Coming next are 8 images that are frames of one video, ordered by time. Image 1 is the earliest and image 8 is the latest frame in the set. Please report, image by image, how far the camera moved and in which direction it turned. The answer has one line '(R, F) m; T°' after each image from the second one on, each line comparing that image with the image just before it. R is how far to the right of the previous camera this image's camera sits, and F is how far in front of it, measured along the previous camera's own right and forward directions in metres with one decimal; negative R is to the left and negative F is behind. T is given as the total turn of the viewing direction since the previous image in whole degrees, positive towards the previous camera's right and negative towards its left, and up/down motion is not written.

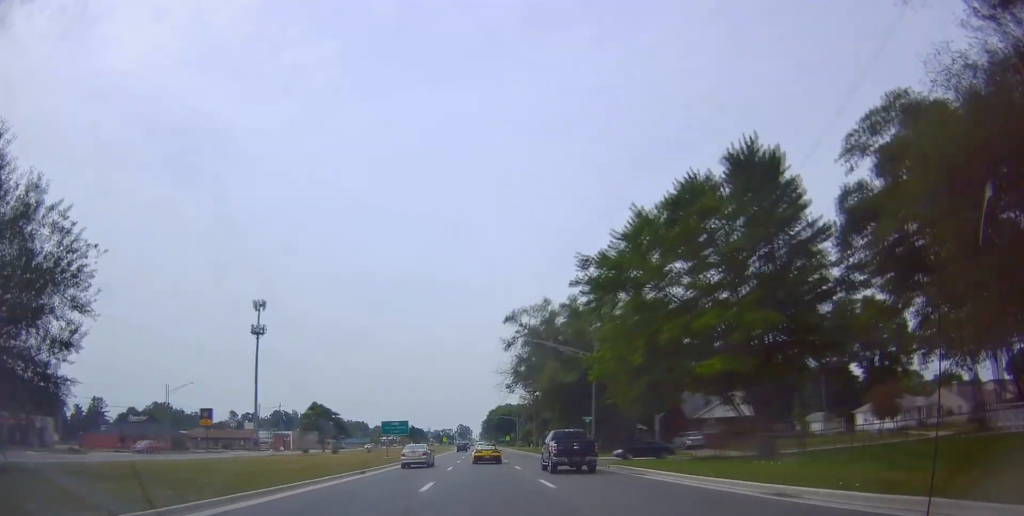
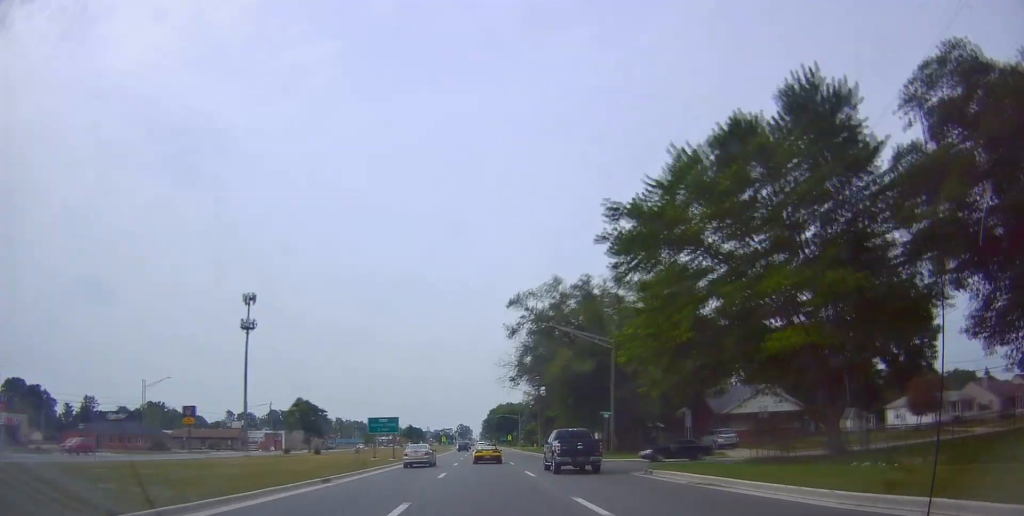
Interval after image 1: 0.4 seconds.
(-0.4, +8.8) m; 0°
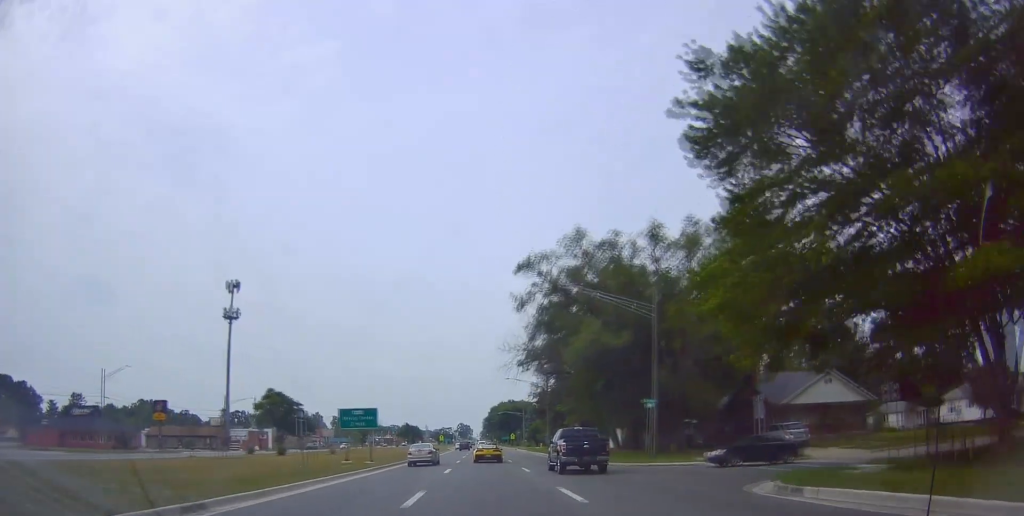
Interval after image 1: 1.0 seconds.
(+0.5, +12.9) m; +1°
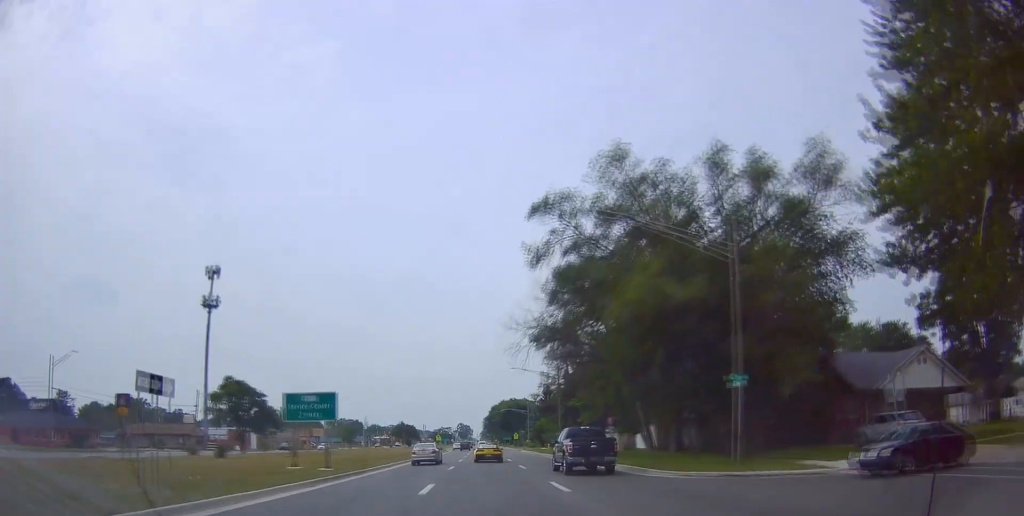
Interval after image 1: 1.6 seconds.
(+0.4, +13.5) m; +1°
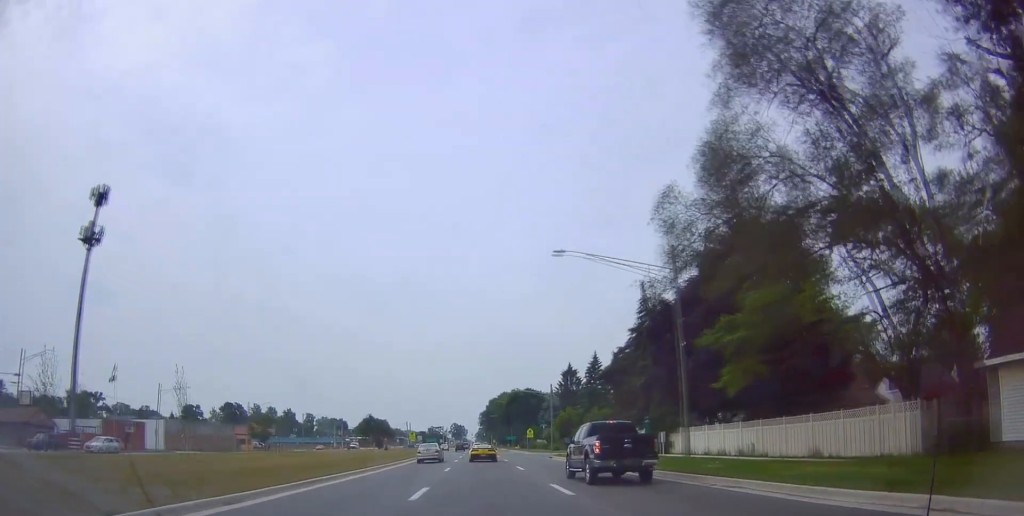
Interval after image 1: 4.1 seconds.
(+0.7, +50.8) m; +3°
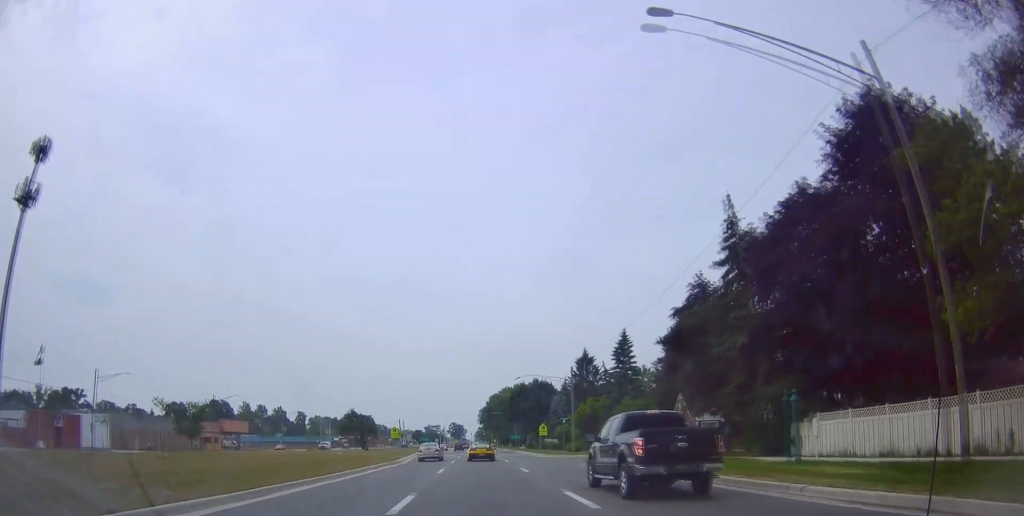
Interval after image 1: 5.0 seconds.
(+0.1, +18.9) m; 0°
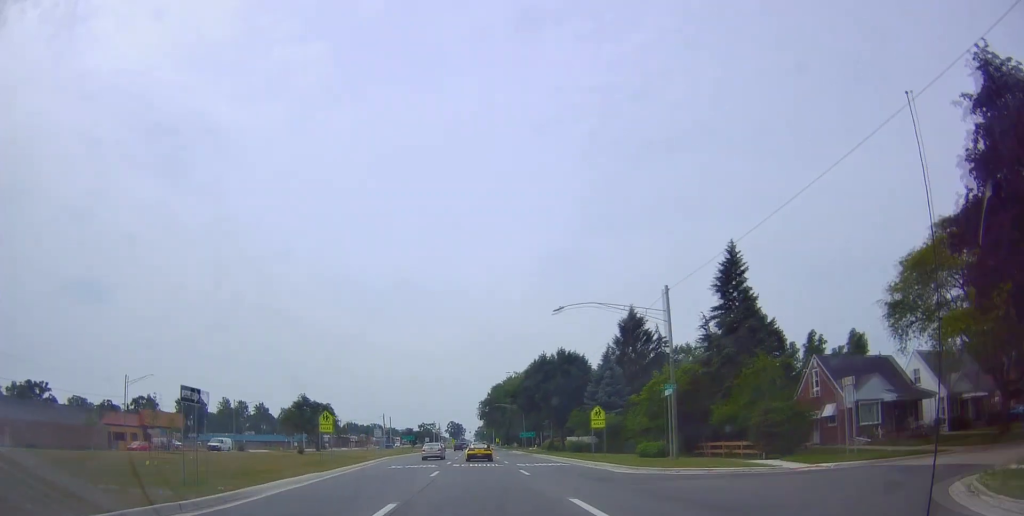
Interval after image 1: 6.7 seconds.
(0.0, +32.0) m; 0°
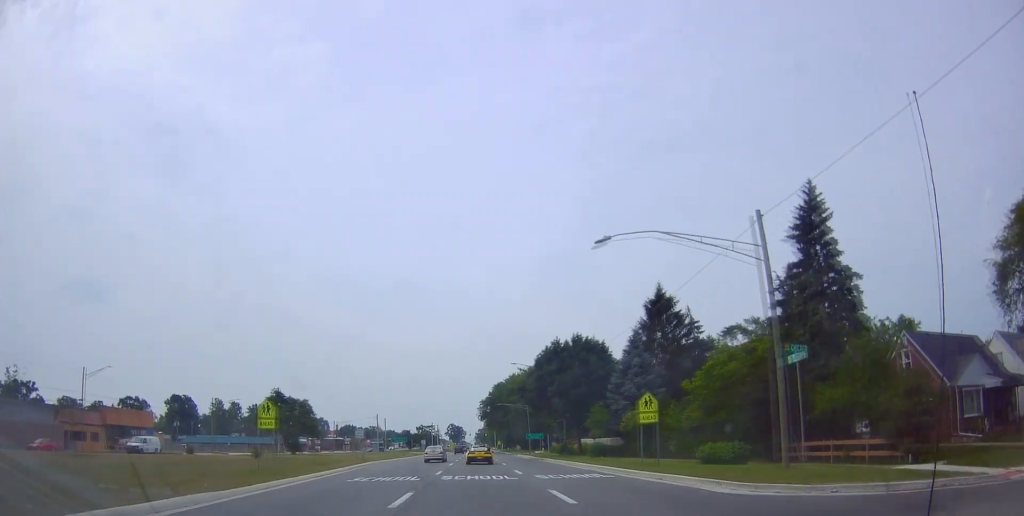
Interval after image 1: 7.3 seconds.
(0.0, +10.8) m; 0°
